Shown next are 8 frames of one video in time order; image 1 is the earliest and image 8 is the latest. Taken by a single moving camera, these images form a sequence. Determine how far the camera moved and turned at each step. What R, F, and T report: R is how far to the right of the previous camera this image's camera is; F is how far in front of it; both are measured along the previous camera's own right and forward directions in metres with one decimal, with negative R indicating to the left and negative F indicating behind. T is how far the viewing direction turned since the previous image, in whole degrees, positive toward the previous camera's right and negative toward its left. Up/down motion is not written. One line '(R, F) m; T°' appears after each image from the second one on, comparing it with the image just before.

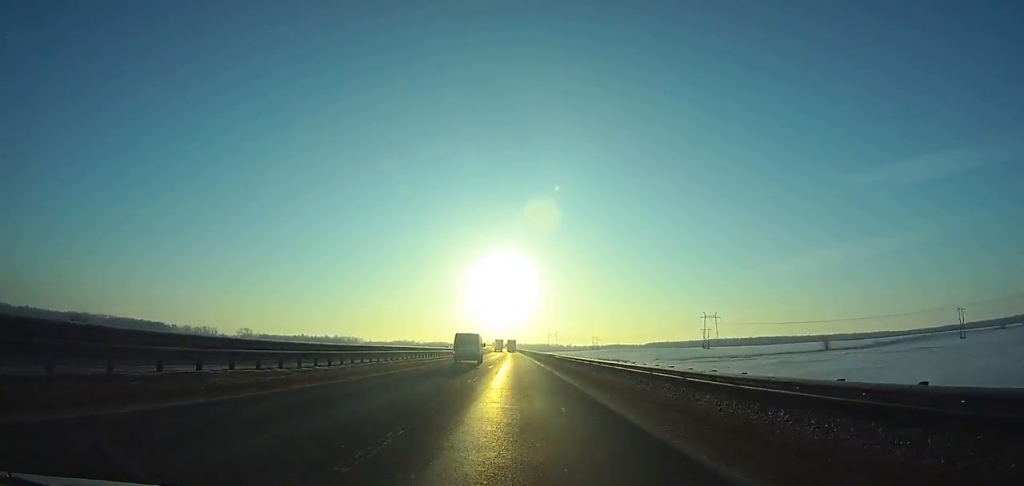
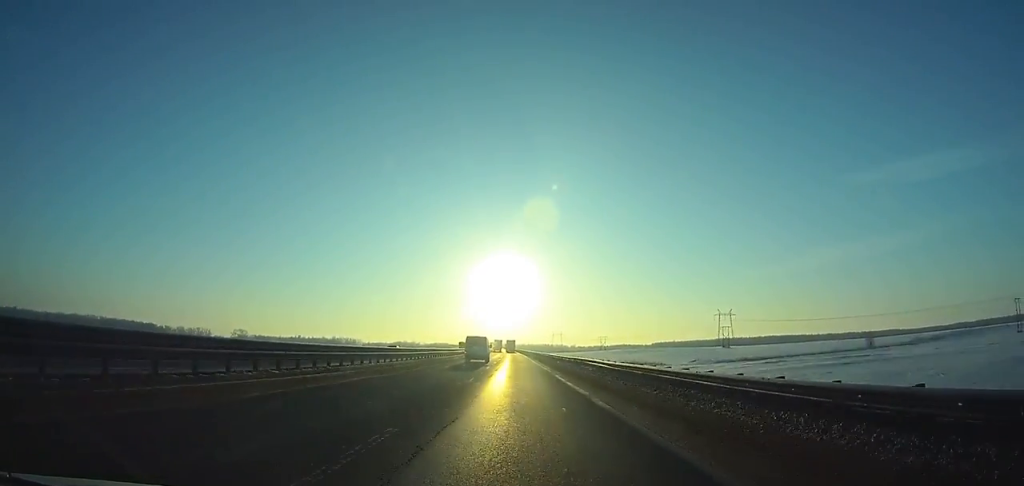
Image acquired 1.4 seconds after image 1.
(+0.1, +31.3) m; 0°
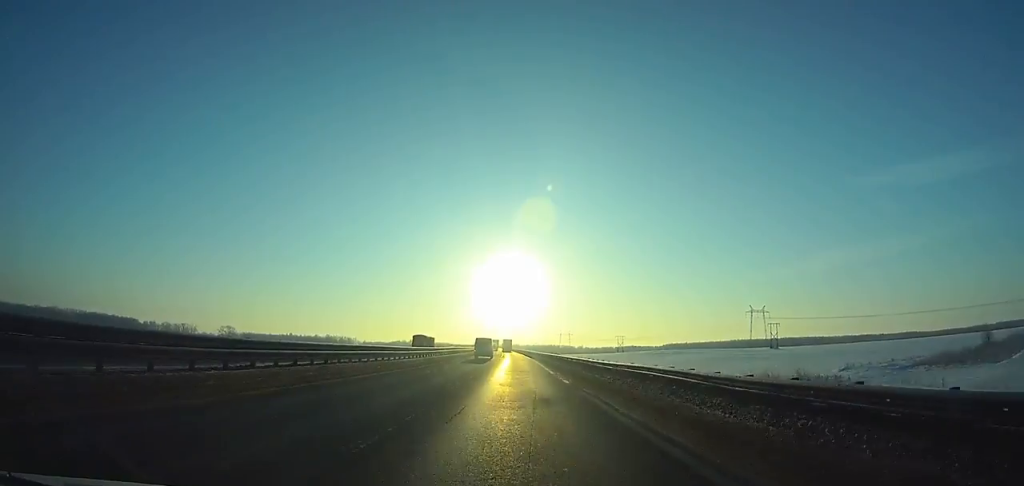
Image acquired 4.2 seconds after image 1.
(-0.1, +62.8) m; -1°
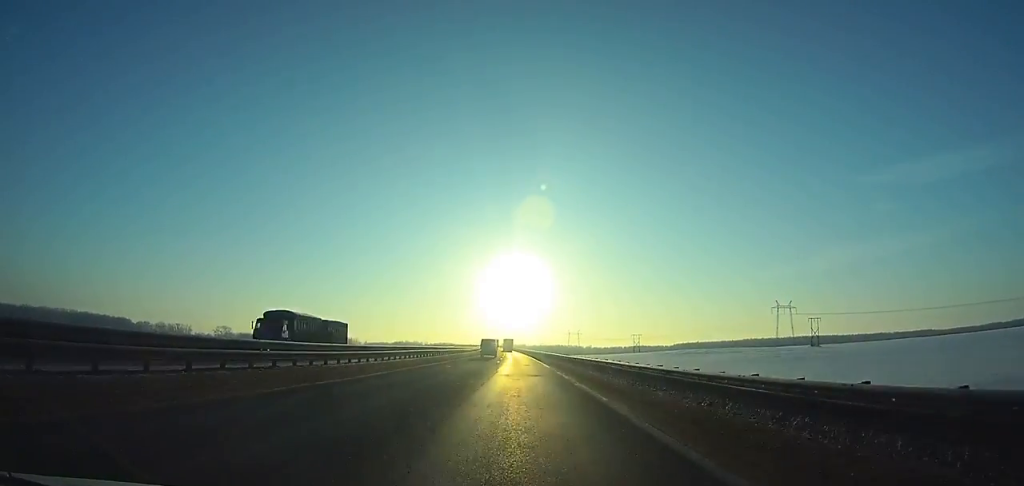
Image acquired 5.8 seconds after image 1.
(-0.1, +36.0) m; -1°
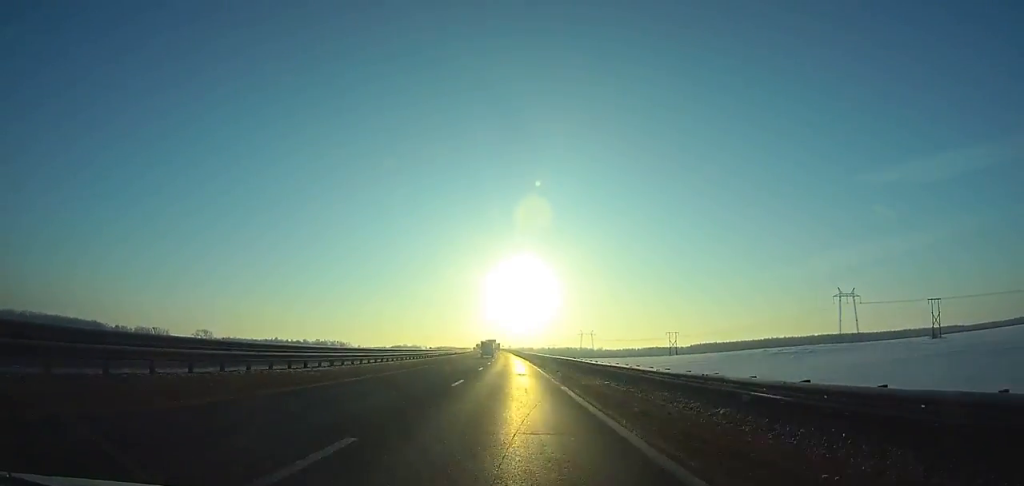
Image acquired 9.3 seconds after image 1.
(-0.9, +78.9) m; -1°
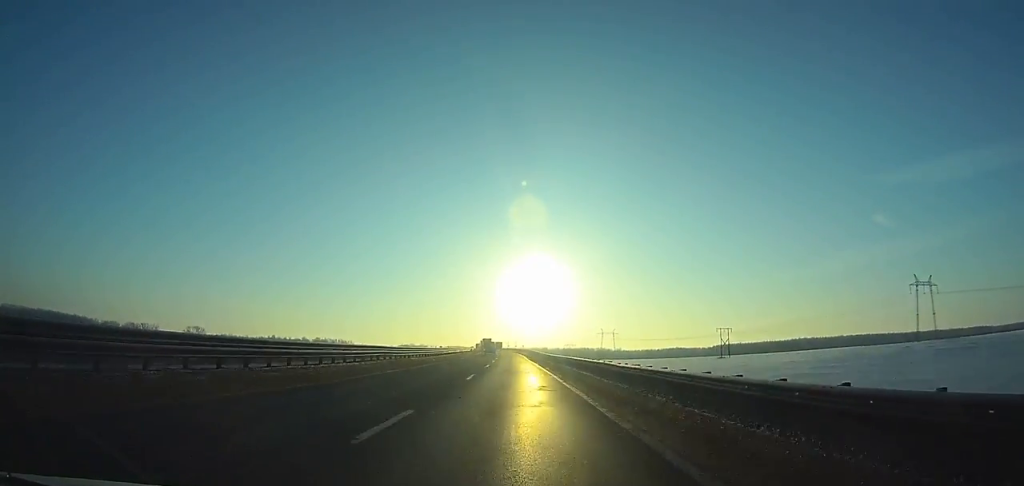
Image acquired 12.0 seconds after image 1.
(-0.4, +61.0) m; -1°
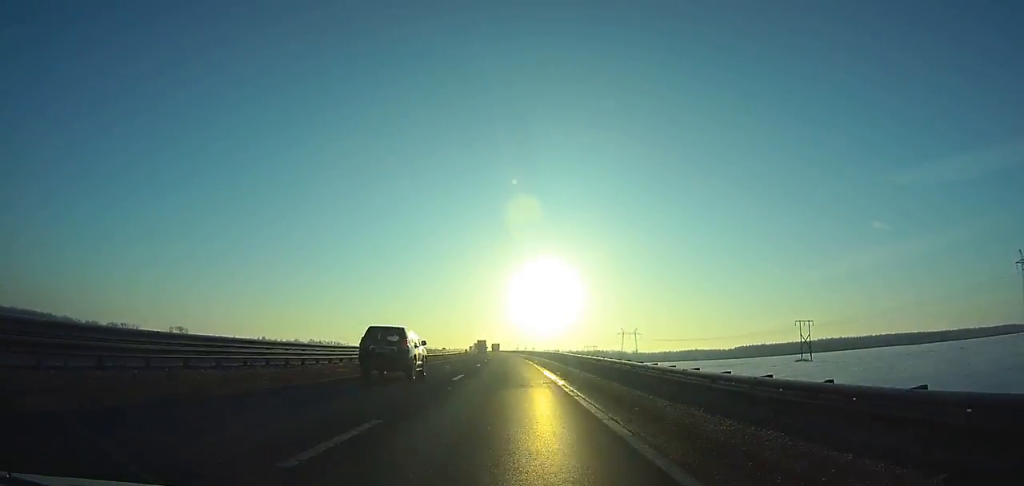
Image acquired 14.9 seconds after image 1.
(-0.6, +65.7) m; -1°
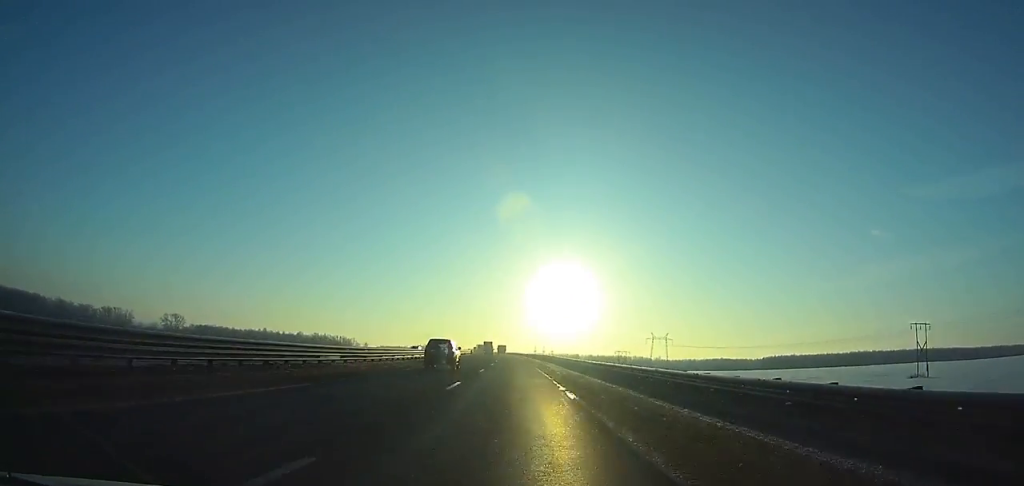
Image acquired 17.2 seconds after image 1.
(-0.6, +52.4) m; -1°
